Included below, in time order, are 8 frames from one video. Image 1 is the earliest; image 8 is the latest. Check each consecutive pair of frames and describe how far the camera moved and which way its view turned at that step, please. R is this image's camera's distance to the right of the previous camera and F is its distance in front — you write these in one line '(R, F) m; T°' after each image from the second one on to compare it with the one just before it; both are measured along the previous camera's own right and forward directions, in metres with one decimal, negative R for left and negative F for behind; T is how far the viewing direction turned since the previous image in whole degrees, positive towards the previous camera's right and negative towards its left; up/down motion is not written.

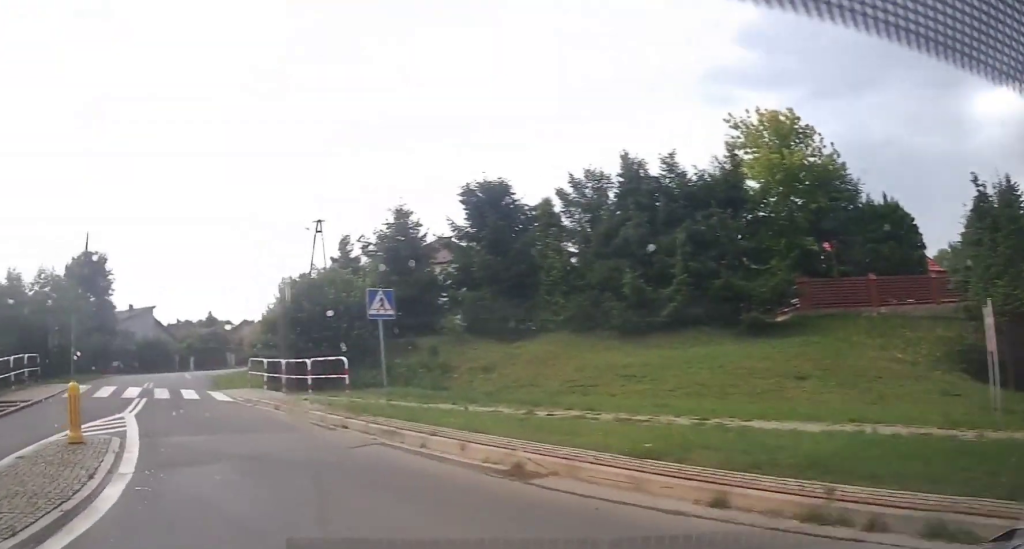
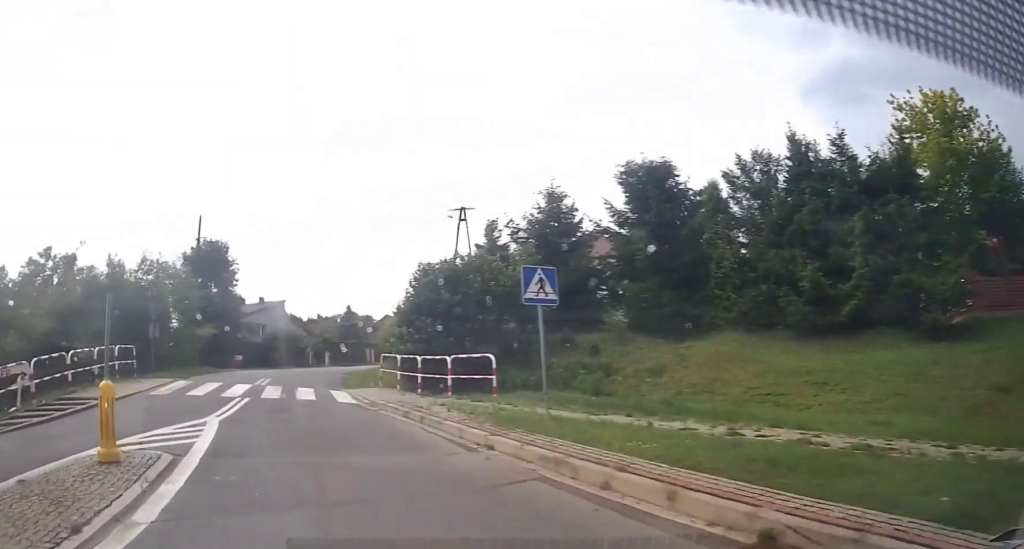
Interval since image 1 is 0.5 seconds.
(-0.9, +3.0) m; -9°
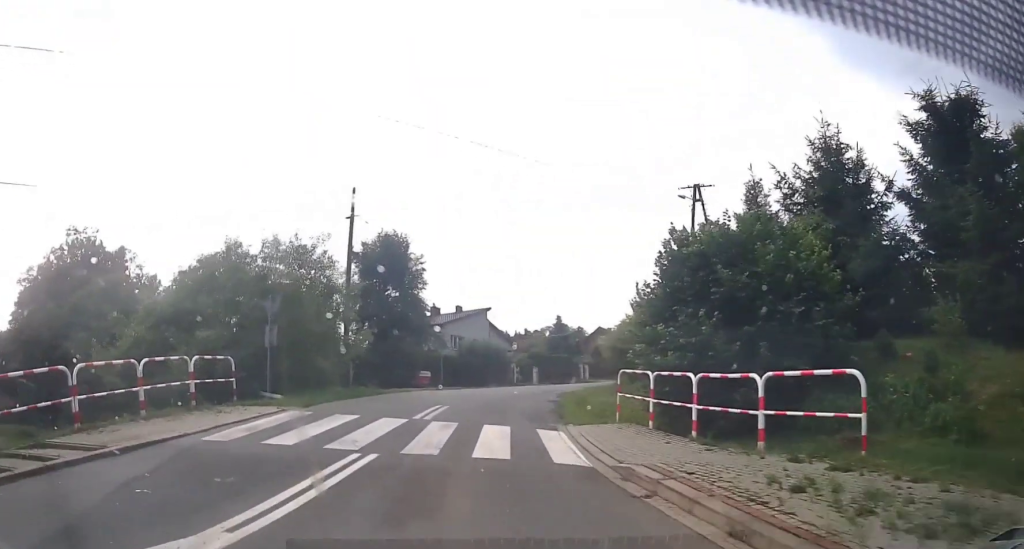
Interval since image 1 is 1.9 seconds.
(-1.2, +8.7) m; -11°
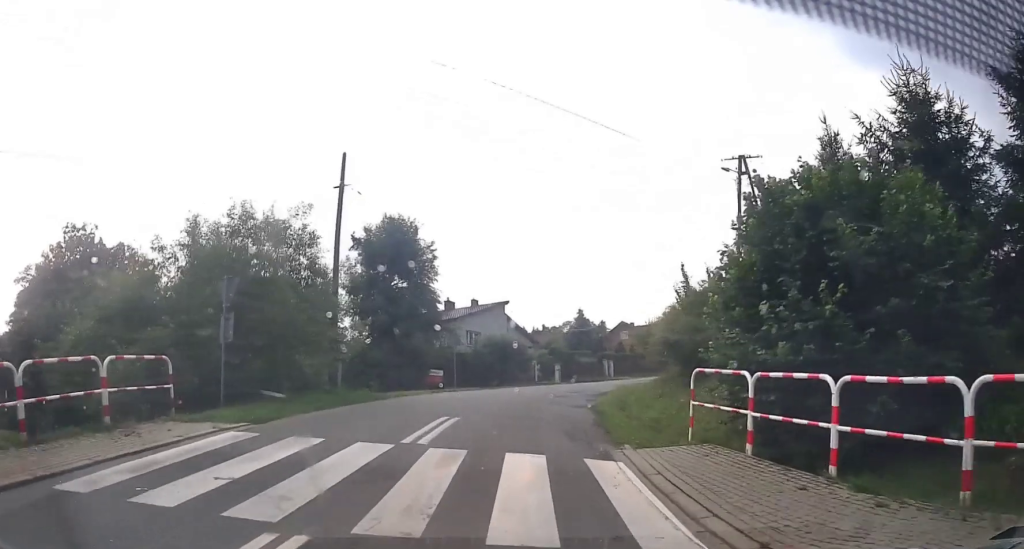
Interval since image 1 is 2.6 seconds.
(-0.2, +4.7) m; -1°
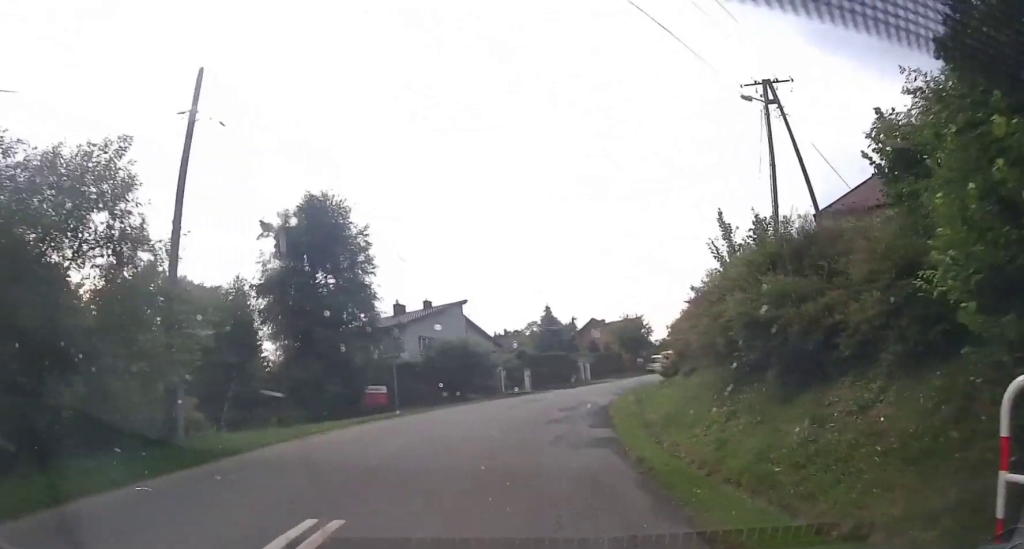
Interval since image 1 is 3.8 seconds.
(0.0, +8.5) m; +5°
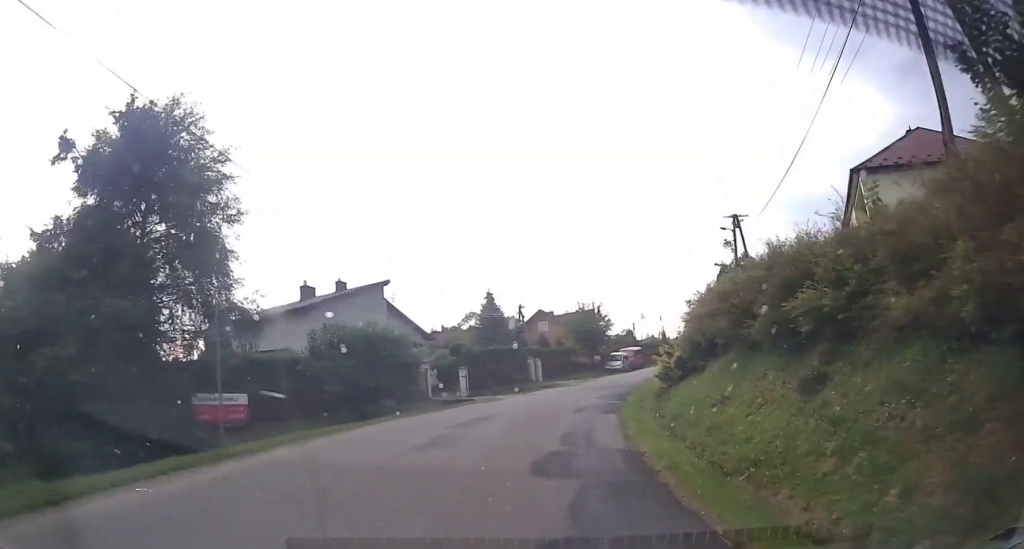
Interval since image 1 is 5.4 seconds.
(+1.4, +12.7) m; +10°
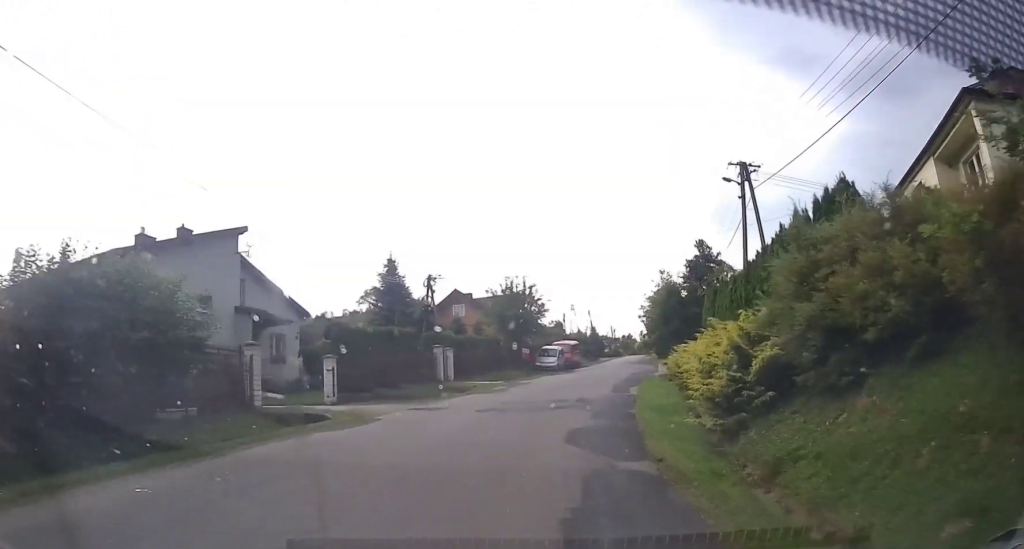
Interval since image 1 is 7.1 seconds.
(+0.6, +16.3) m; +4°
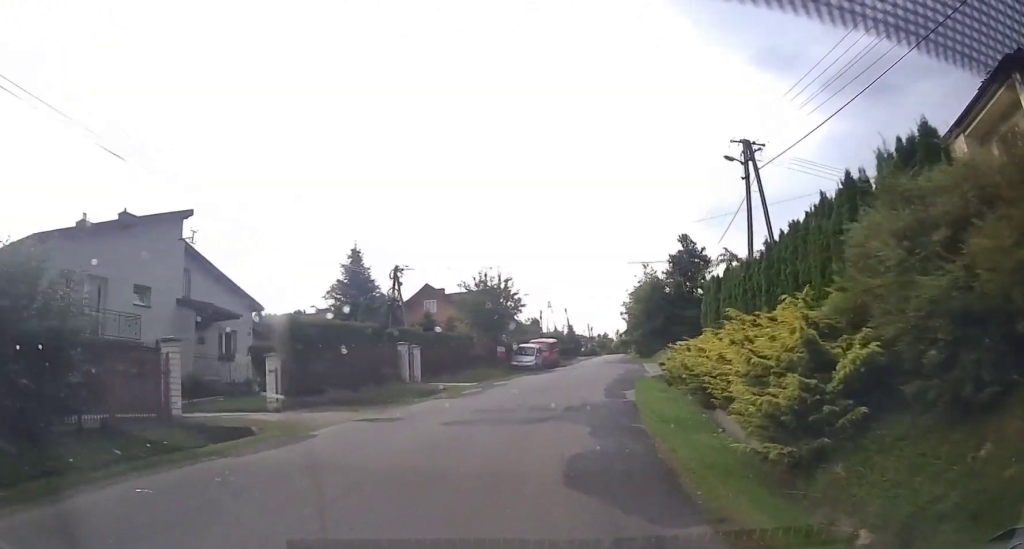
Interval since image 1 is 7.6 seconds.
(+0.1, +4.2) m; +3°
